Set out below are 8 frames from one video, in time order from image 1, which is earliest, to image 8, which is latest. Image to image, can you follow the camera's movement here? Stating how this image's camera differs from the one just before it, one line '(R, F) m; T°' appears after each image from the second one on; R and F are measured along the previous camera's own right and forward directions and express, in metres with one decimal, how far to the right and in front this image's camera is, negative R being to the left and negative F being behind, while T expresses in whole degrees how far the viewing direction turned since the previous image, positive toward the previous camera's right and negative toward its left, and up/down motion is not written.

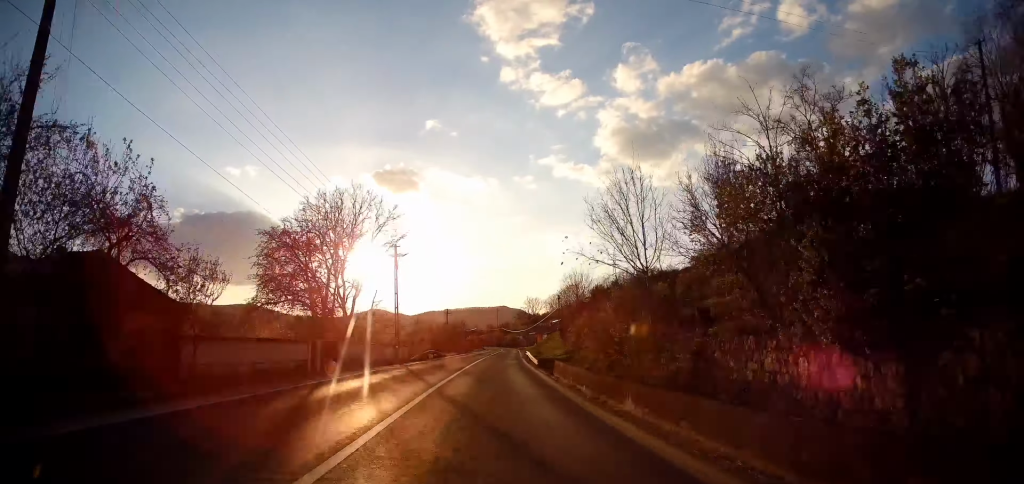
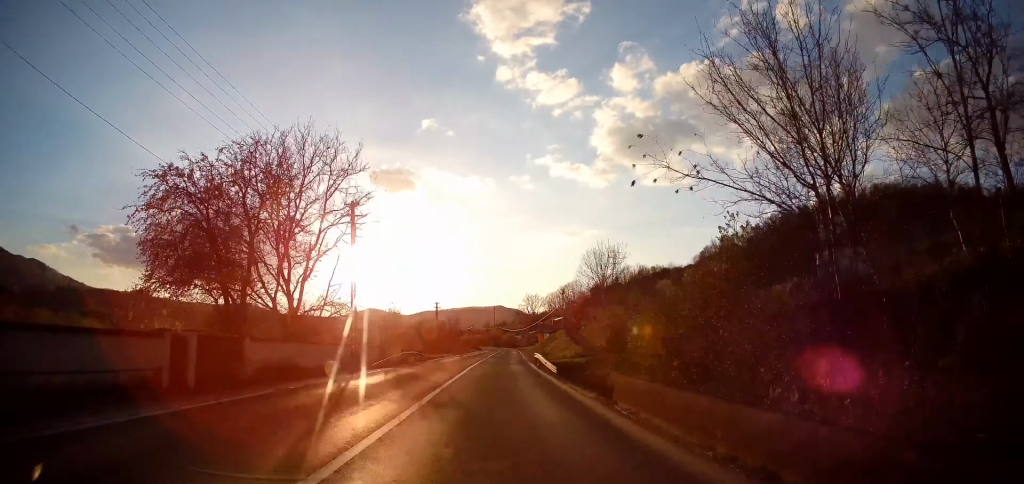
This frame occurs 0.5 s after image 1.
(0.0, +11.6) m; 0°
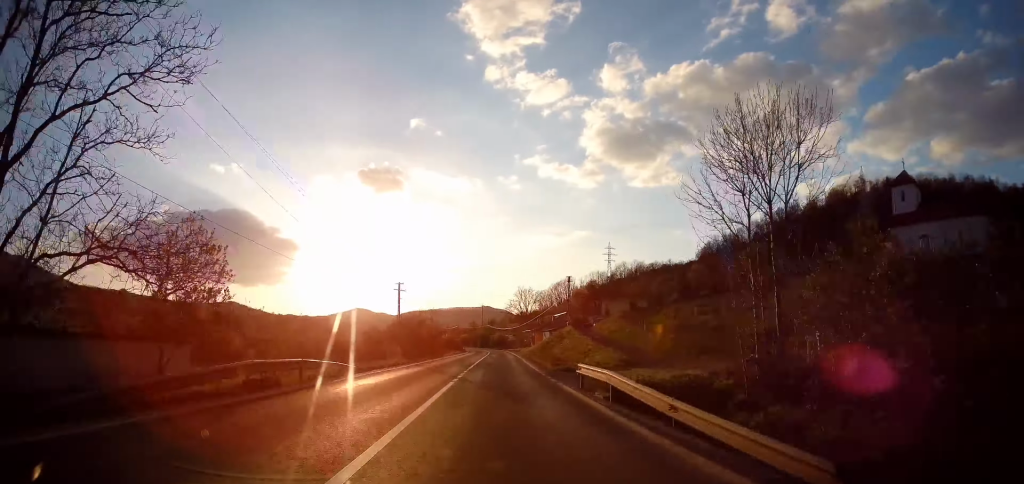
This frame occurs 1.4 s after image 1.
(+0.1, +21.7) m; 0°
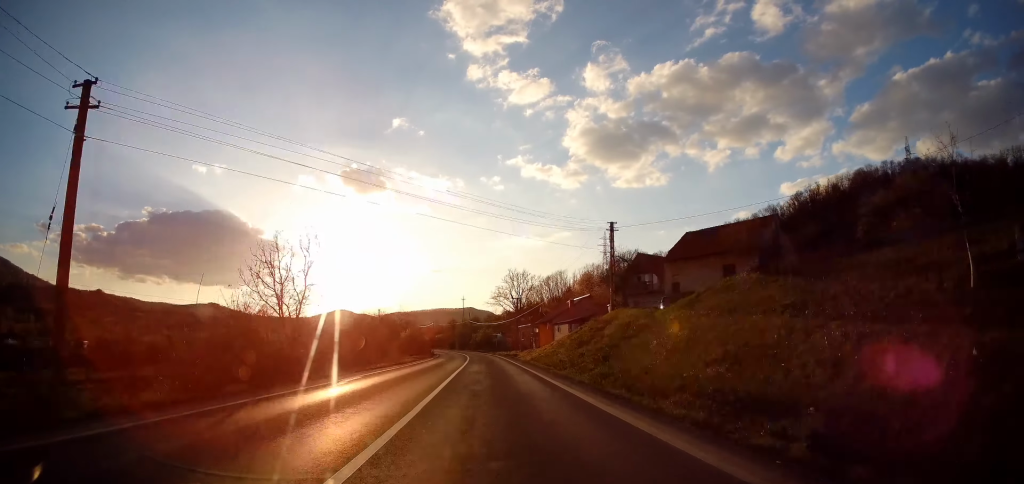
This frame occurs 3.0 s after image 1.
(+1.3, +37.3) m; +3°
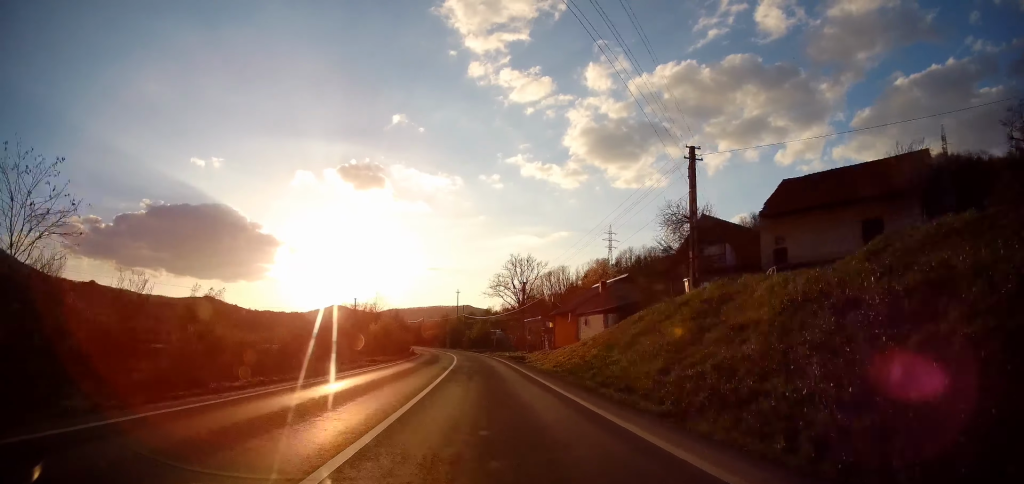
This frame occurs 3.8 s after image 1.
(-0.1, +18.8) m; 0°
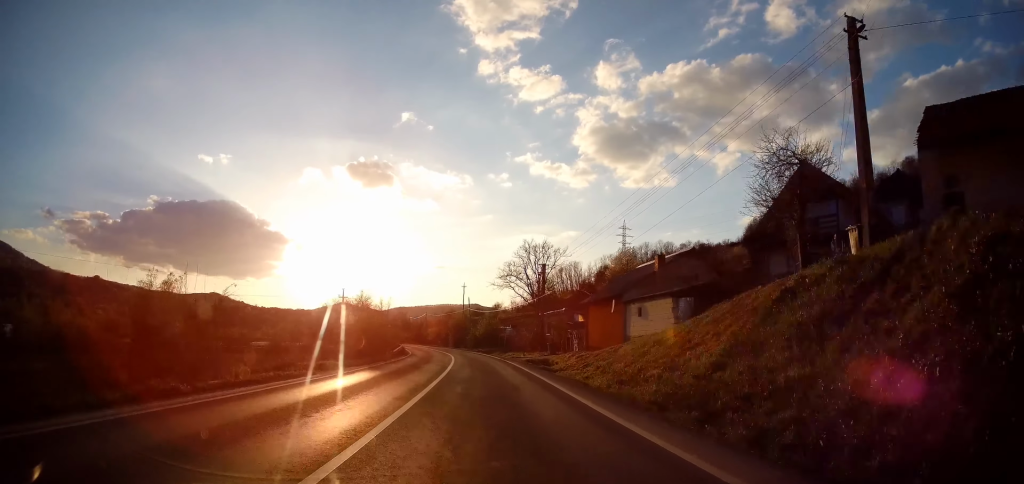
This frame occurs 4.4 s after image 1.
(-0.1, +13.3) m; 0°
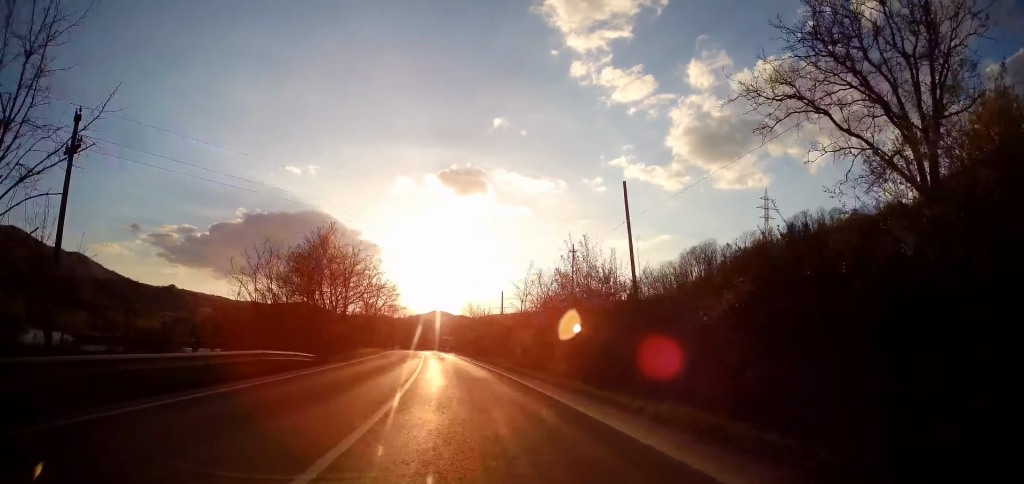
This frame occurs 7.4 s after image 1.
(-1.6, +70.0) m; -6°
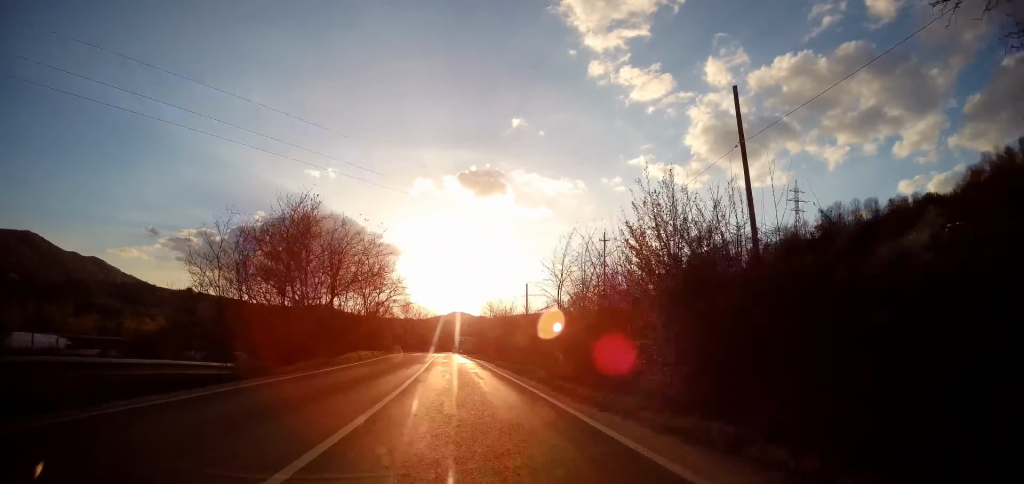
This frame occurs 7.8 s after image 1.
(-0.6, +10.0) m; -2°
